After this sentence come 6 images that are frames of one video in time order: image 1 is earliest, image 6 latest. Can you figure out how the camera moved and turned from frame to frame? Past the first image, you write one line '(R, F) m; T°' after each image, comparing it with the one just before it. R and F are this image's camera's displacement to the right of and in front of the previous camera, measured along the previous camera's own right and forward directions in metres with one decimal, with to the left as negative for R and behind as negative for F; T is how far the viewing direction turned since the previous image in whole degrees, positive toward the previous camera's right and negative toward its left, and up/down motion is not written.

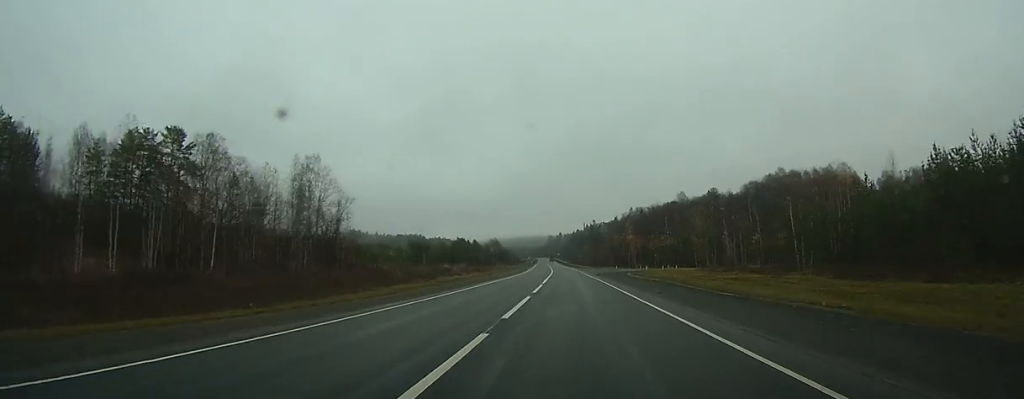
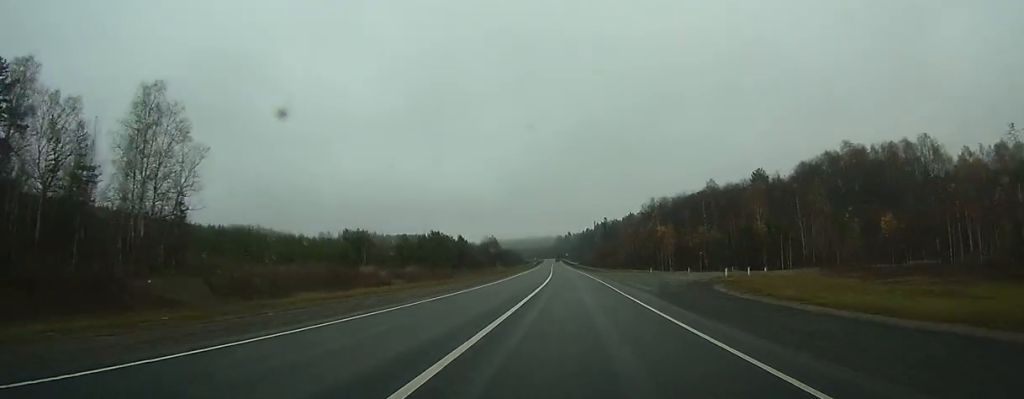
(-0.1, +38.9) m; -1°
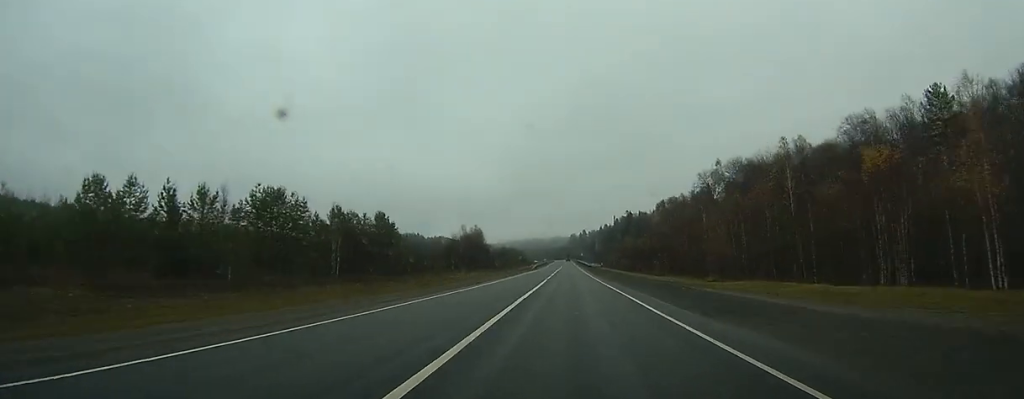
(-0.8, +73.3) m; -1°
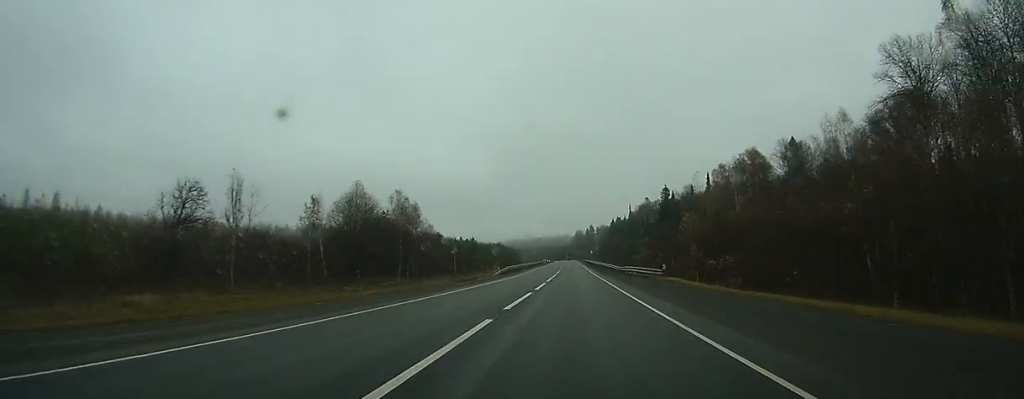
(-0.6, +78.3) m; -1°
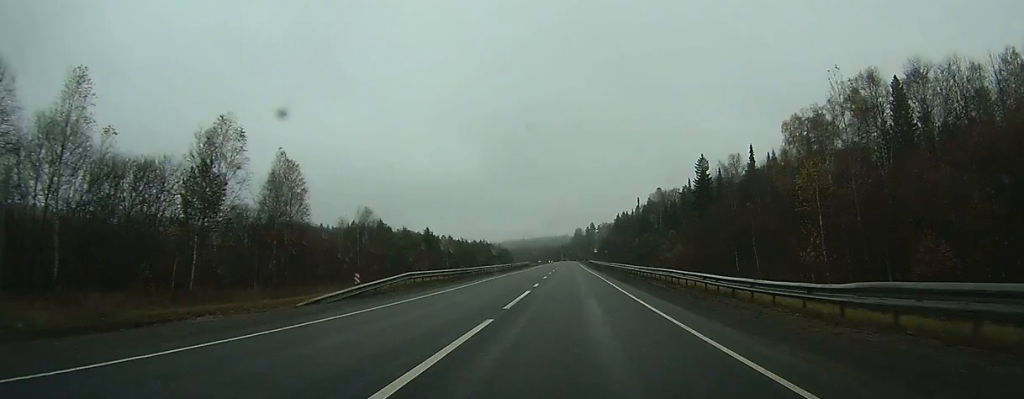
(-0.1, +45.6) m; 0°
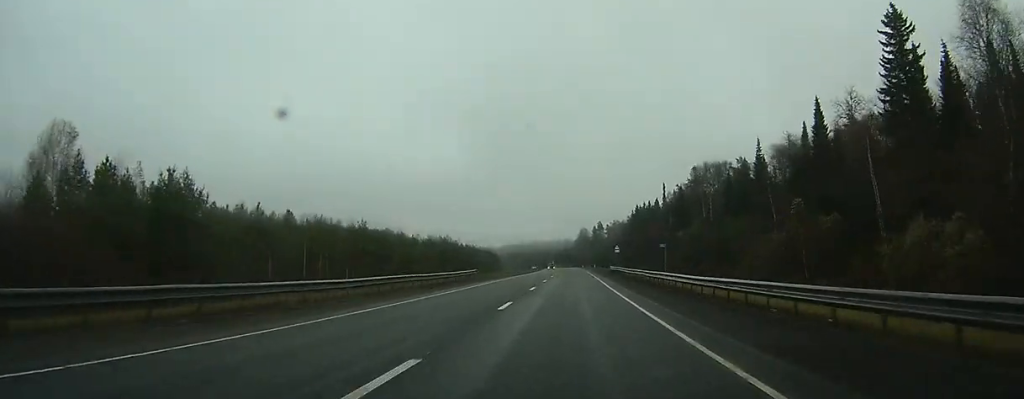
(+0.1, +71.0) m; 0°
